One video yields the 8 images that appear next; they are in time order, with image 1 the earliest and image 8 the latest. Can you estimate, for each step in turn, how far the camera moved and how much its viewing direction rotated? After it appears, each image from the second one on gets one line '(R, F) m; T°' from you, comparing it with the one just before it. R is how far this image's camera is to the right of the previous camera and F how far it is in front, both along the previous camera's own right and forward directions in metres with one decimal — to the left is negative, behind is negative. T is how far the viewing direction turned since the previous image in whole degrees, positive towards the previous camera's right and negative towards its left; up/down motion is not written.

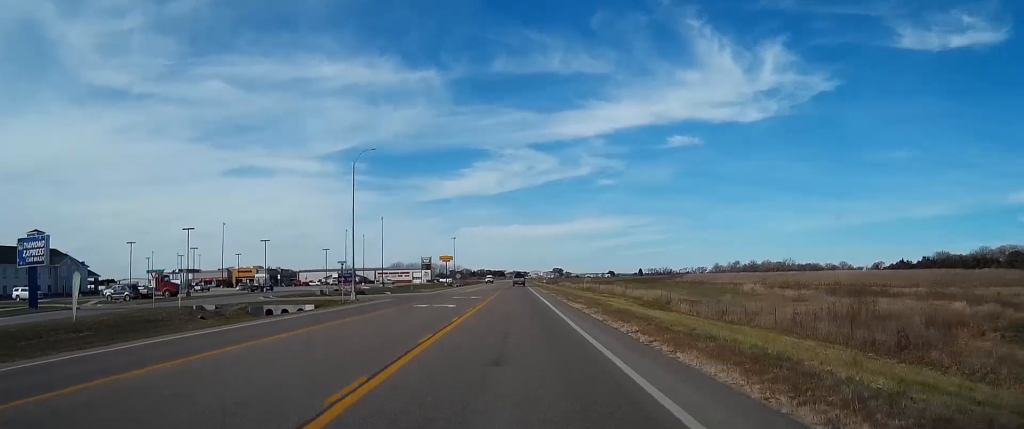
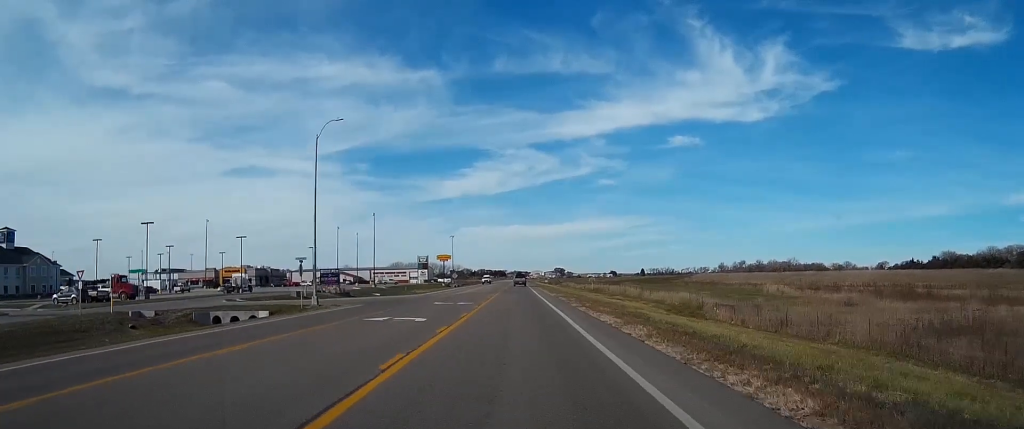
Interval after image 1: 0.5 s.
(0.0, +11.5) m; 0°
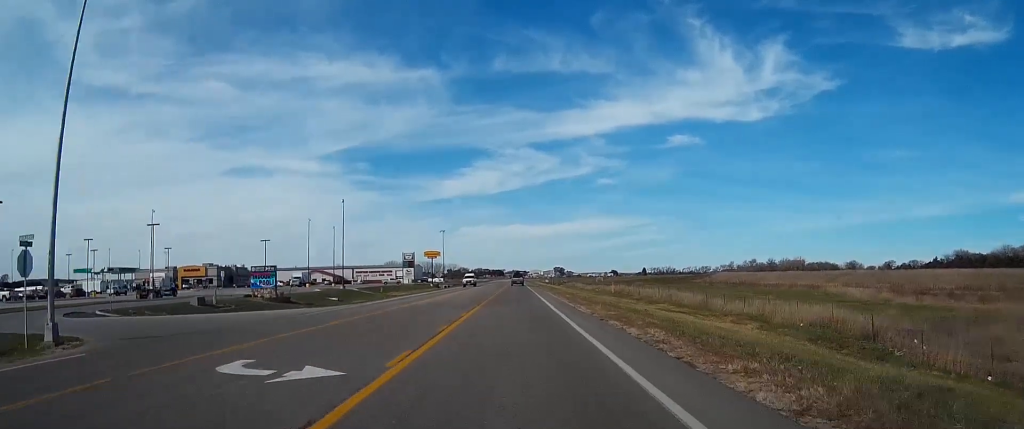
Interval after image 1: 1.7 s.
(0.0, +28.6) m; 0°
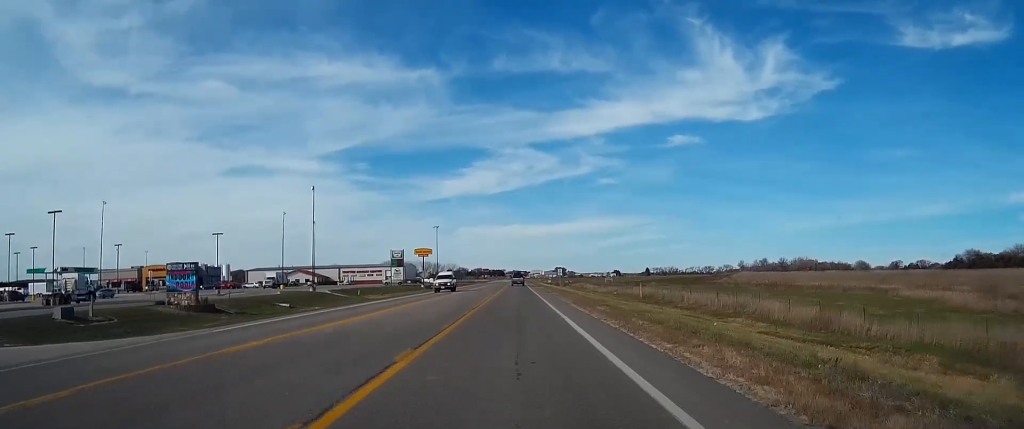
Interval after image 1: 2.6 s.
(0.0, +21.0) m; 0°
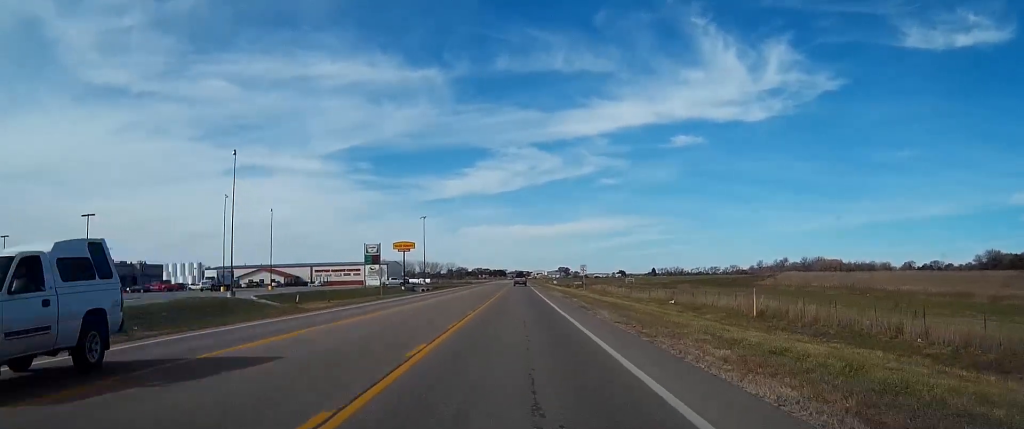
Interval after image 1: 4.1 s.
(0.0, +35.4) m; 0°
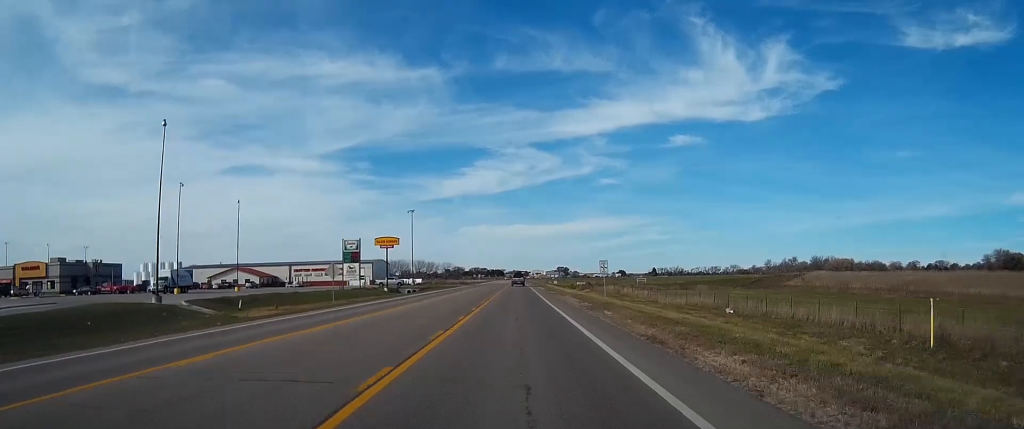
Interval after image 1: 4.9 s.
(0.0, +18.2) m; 0°
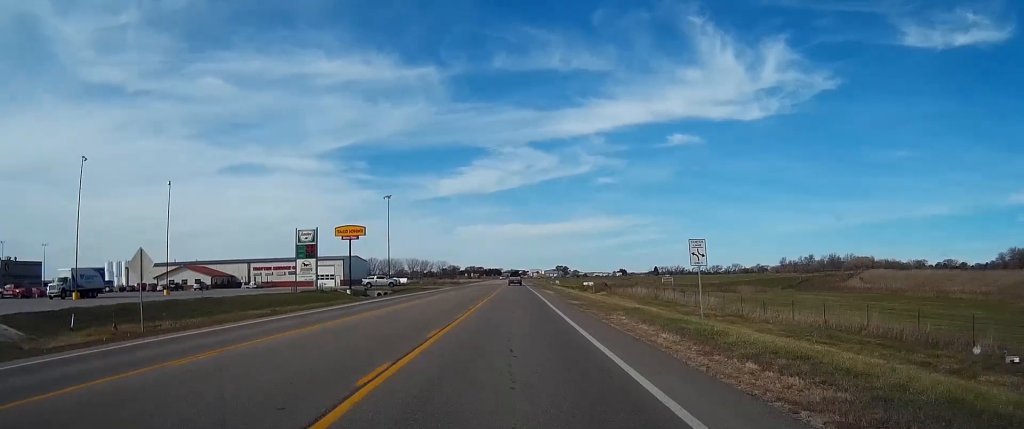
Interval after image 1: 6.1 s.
(0.0, +28.7) m; 0°
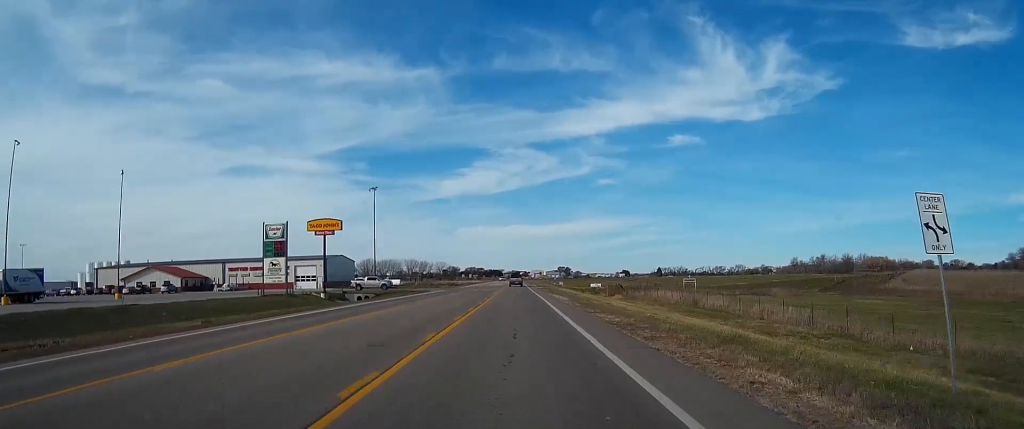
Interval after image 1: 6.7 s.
(0.0, +15.3) m; 0°
